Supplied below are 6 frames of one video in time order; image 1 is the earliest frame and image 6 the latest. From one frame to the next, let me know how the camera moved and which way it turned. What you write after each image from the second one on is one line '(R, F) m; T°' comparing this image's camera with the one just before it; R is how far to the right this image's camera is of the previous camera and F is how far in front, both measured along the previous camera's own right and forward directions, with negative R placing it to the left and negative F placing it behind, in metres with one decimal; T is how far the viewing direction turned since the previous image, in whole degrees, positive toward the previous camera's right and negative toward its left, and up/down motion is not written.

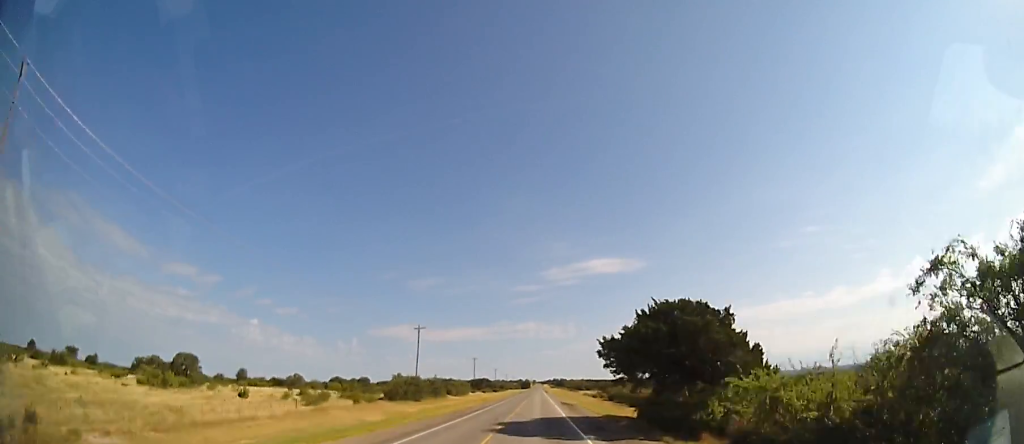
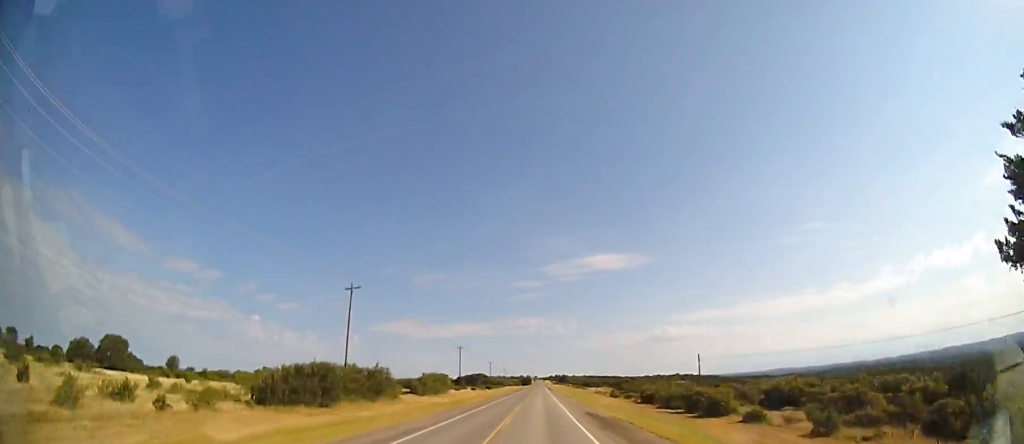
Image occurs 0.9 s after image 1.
(0.0, +28.9) m; 0°
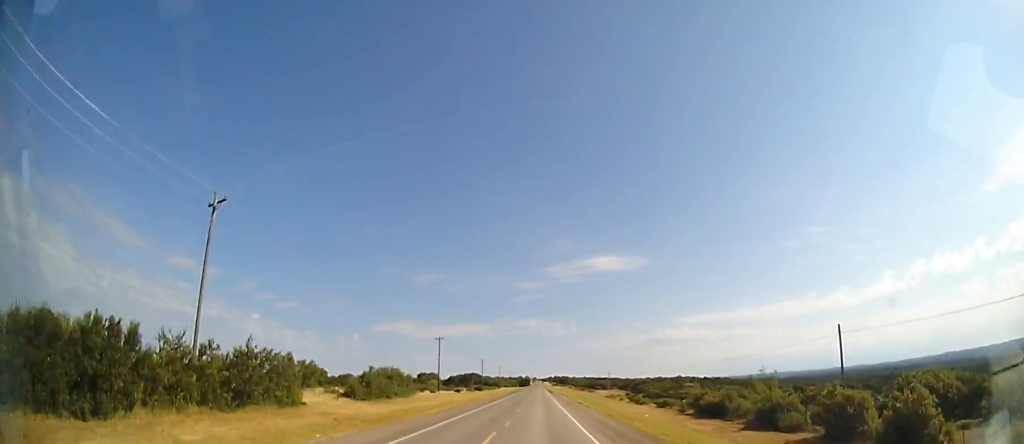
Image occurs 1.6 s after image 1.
(0.0, +23.3) m; 0°
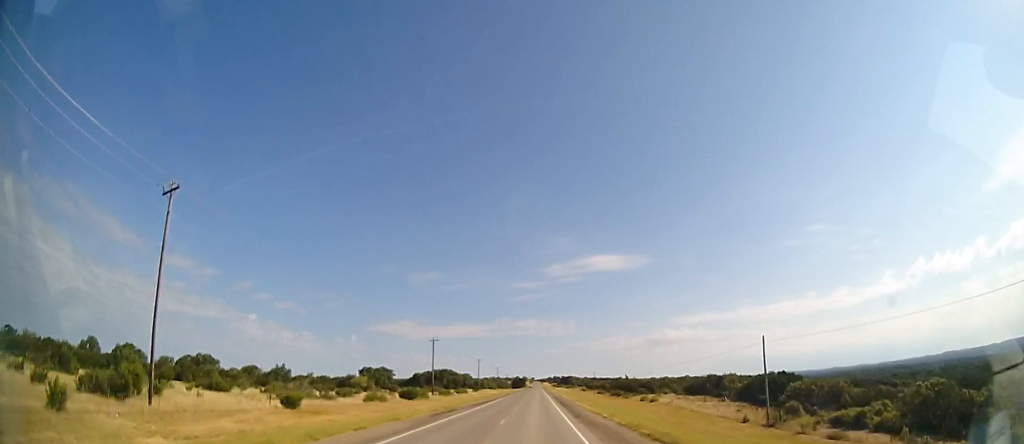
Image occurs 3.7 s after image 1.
(+0.5, +72.0) m; 0°
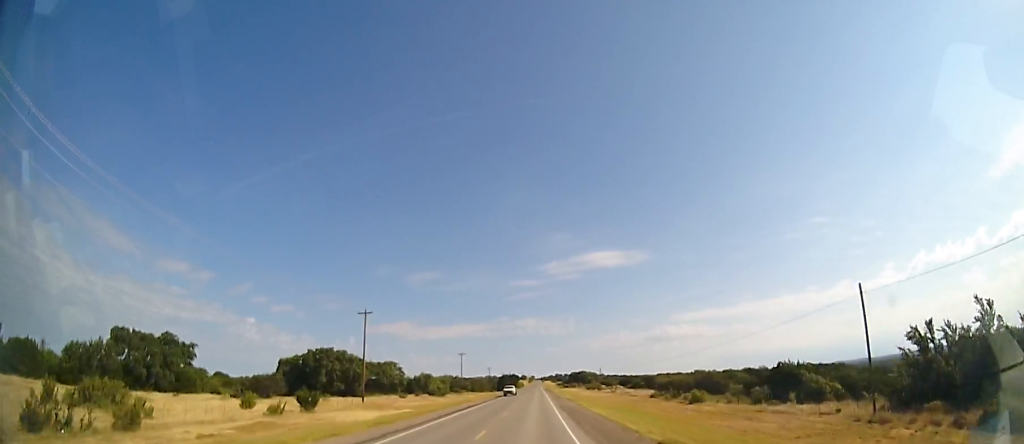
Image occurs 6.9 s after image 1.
(-0.5, +104.1) m; 0°
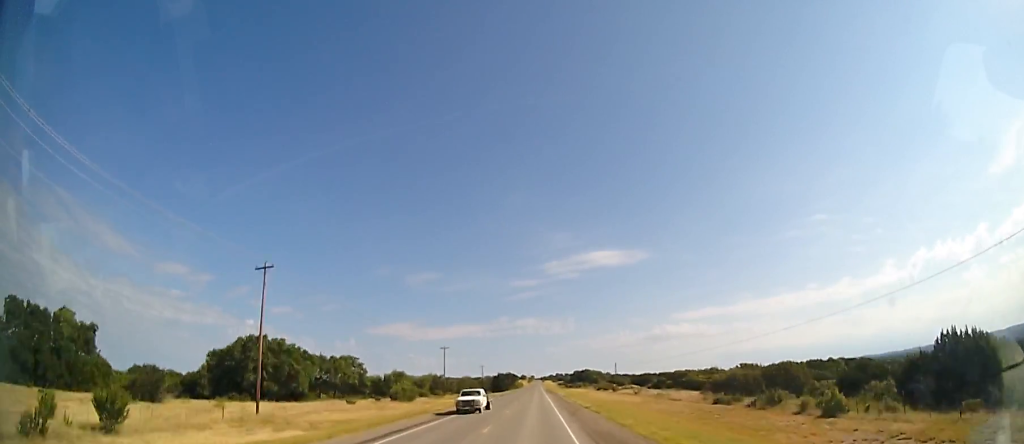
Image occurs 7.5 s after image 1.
(+0.2, +22.0) m; 0°
